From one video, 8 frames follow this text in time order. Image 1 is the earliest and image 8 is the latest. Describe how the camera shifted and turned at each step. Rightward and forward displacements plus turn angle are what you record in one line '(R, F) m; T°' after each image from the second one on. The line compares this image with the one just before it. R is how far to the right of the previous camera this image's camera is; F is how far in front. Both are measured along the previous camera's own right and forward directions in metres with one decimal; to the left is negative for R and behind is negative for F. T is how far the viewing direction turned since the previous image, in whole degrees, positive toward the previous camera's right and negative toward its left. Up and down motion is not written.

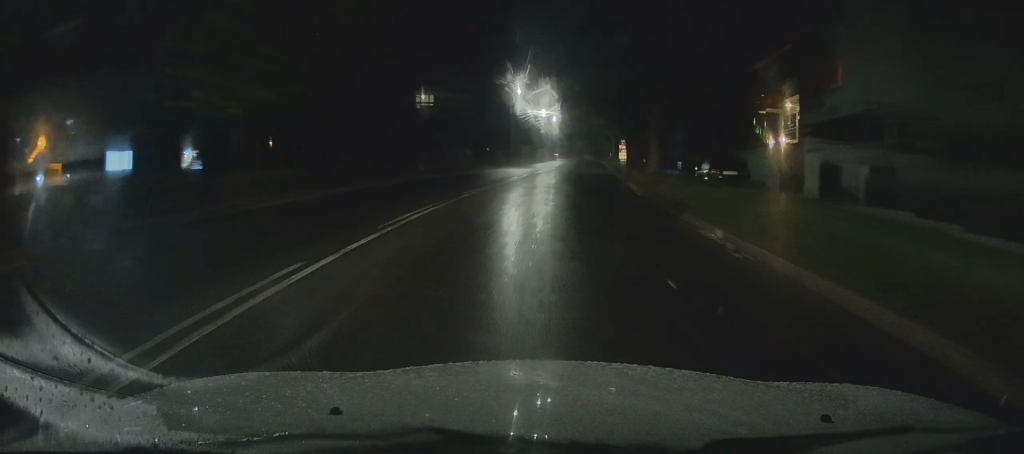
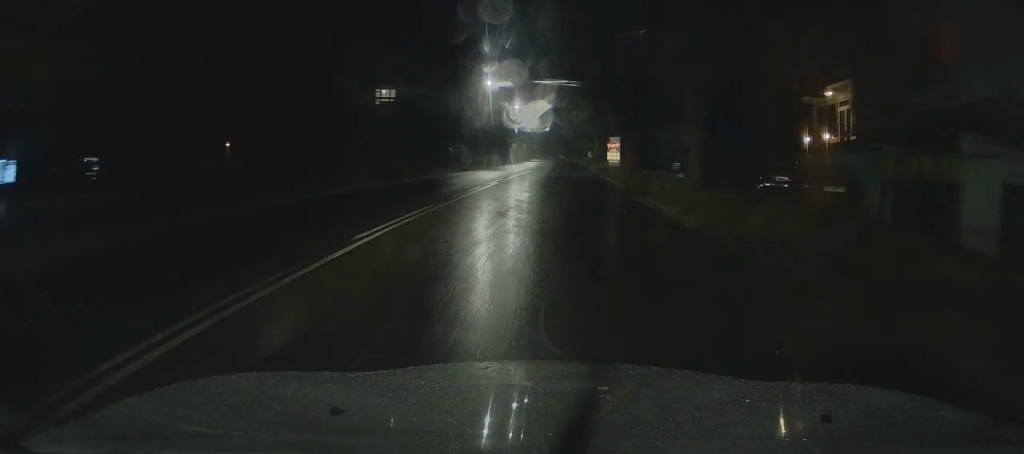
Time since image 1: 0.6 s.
(+0.3, +9.9) m; +2°
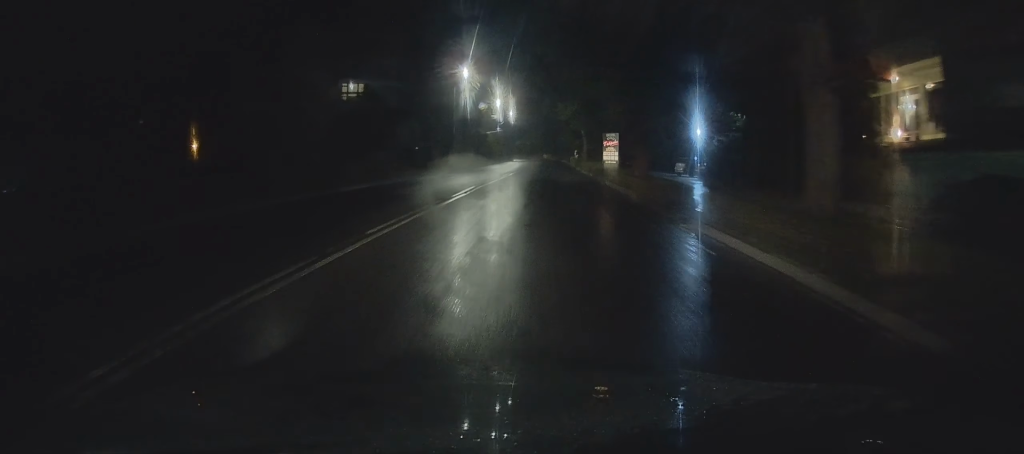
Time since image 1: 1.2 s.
(+0.1, +8.2) m; +2°
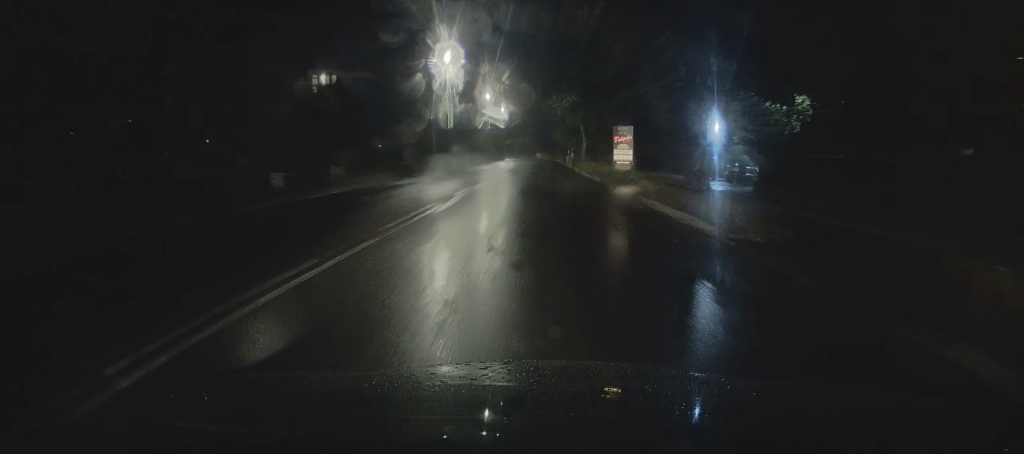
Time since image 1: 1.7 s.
(+0.2, +8.6) m; +1°
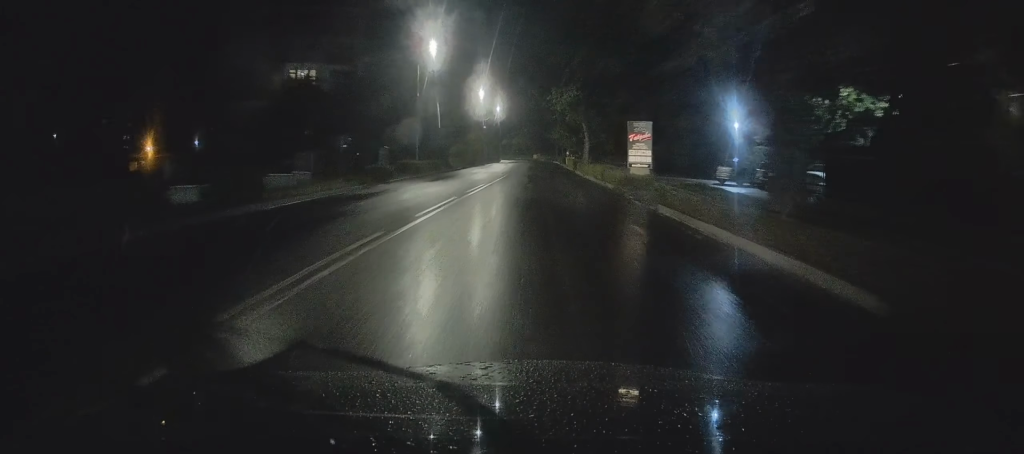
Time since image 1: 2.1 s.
(0.0, +6.0) m; +1°
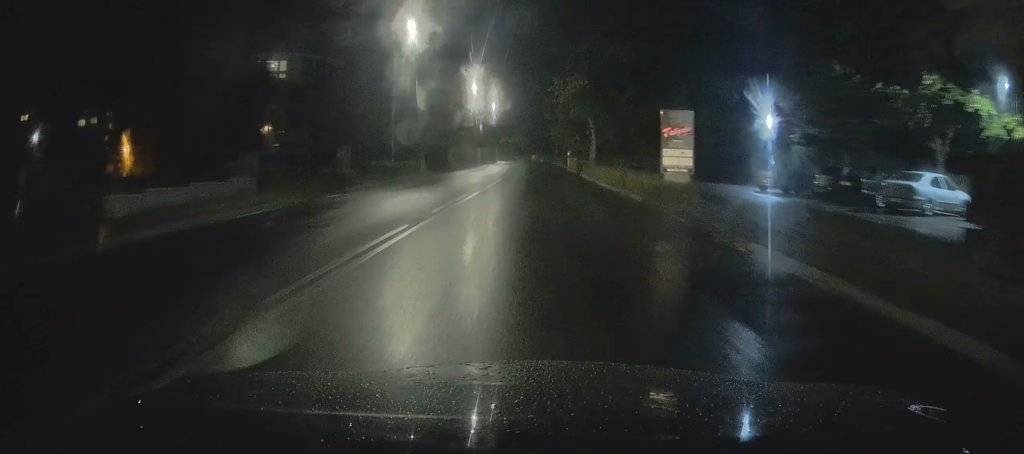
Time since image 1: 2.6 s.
(+0.1, +7.5) m; 0°
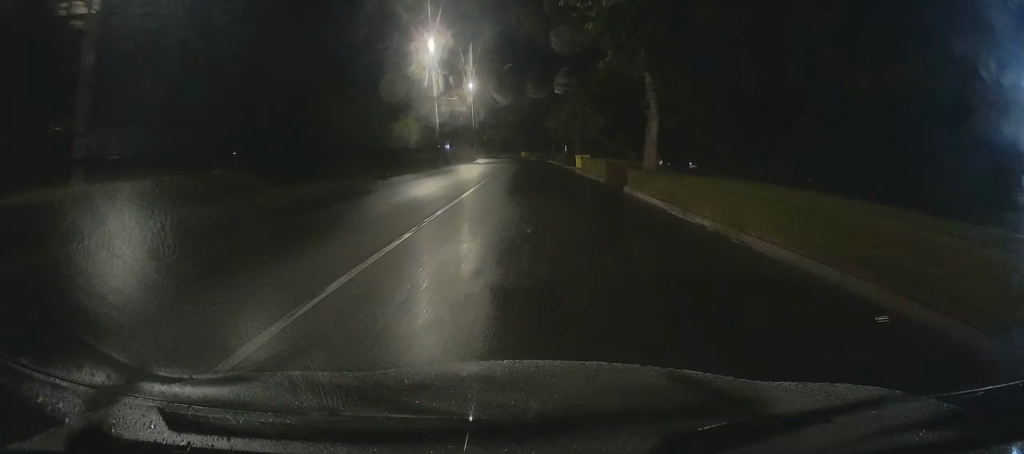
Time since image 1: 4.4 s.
(+0.2, +26.4) m; +1°
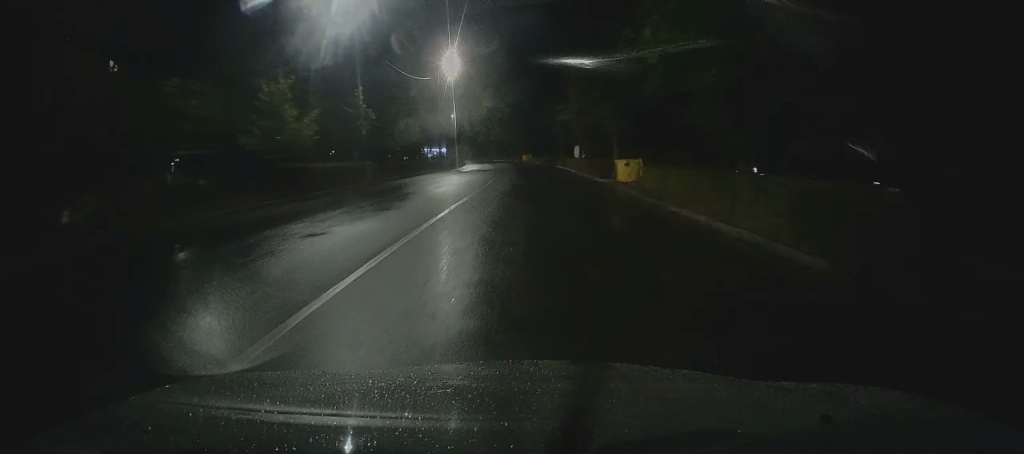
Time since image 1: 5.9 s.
(0.0, +22.6) m; 0°
